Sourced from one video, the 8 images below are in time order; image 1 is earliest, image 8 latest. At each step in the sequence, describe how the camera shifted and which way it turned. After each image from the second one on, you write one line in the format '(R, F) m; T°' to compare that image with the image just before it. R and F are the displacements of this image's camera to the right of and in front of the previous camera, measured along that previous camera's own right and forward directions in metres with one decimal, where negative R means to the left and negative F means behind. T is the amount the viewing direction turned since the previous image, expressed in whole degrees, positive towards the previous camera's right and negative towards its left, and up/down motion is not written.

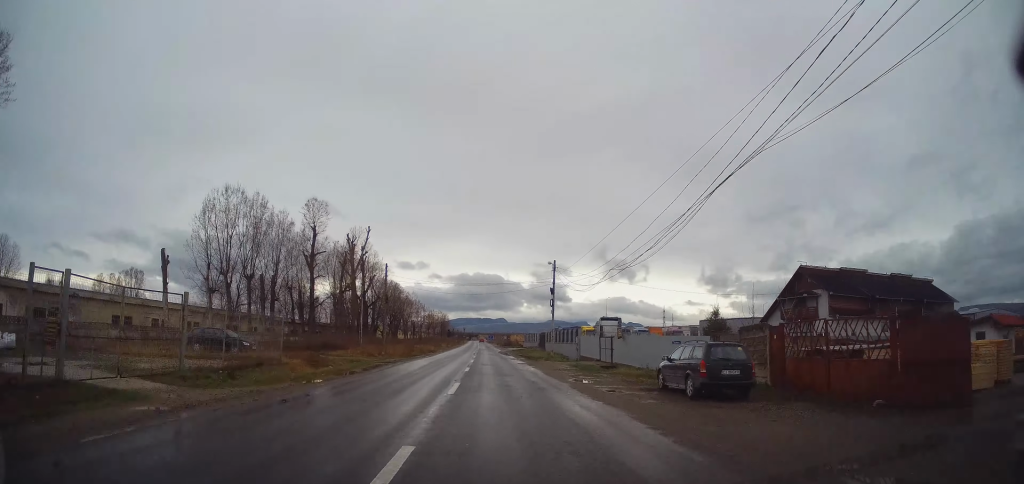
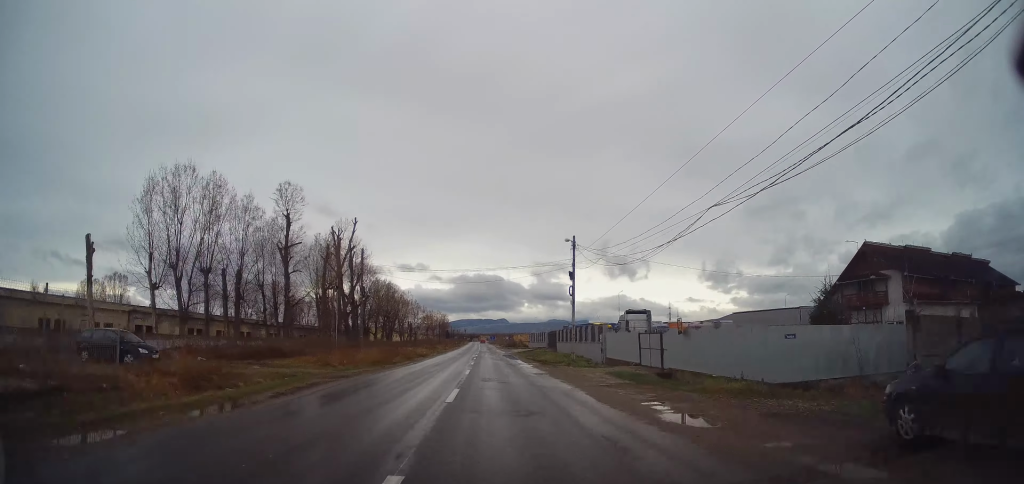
(-0.1, +10.5) m; -1°
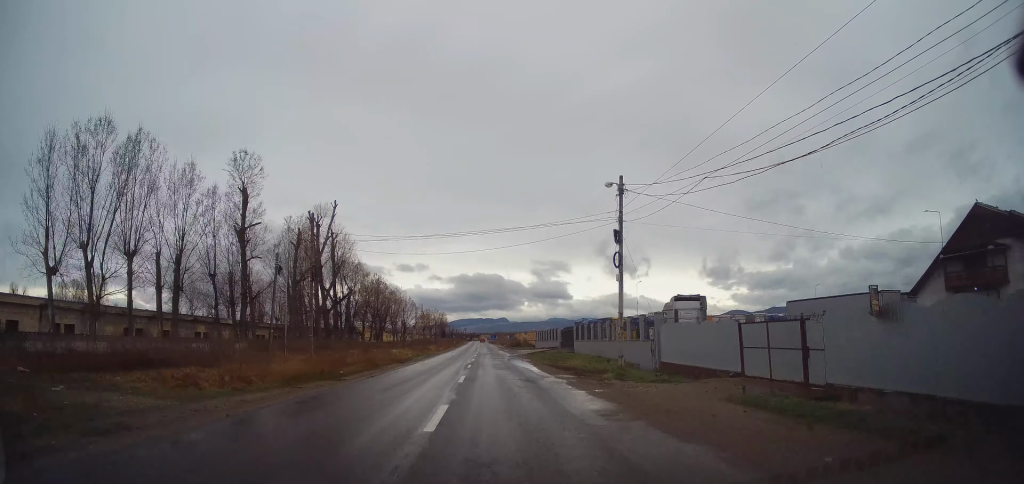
(-0.1, +12.9) m; -1°
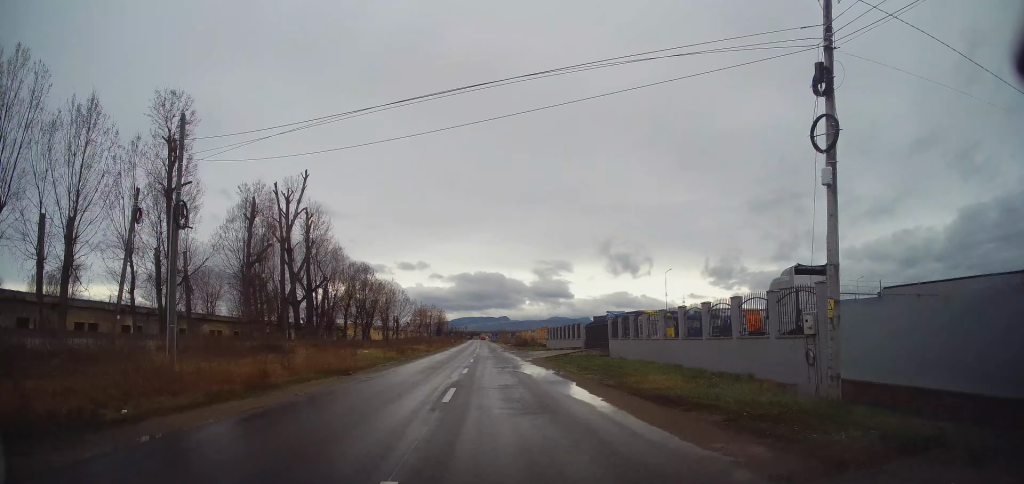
(-0.1, +14.8) m; -1°
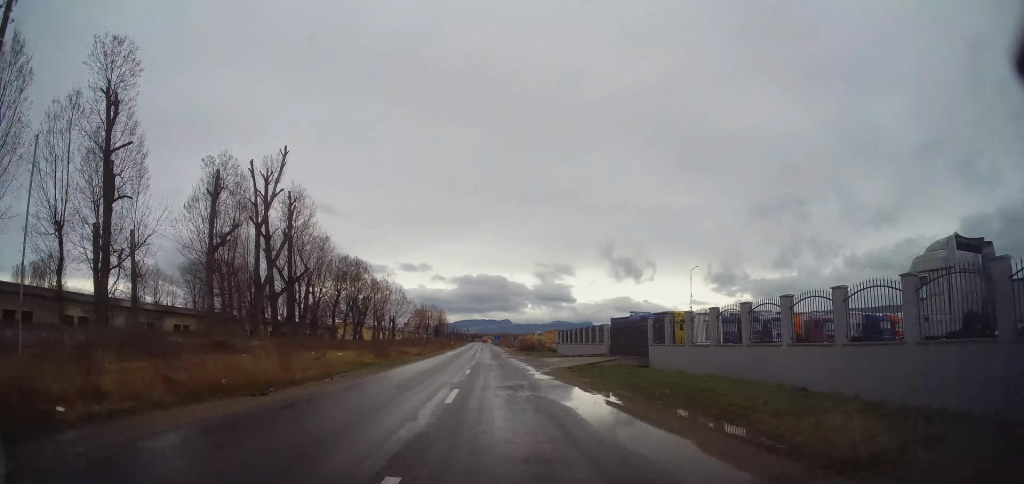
(-0.1, +9.0) m; +1°
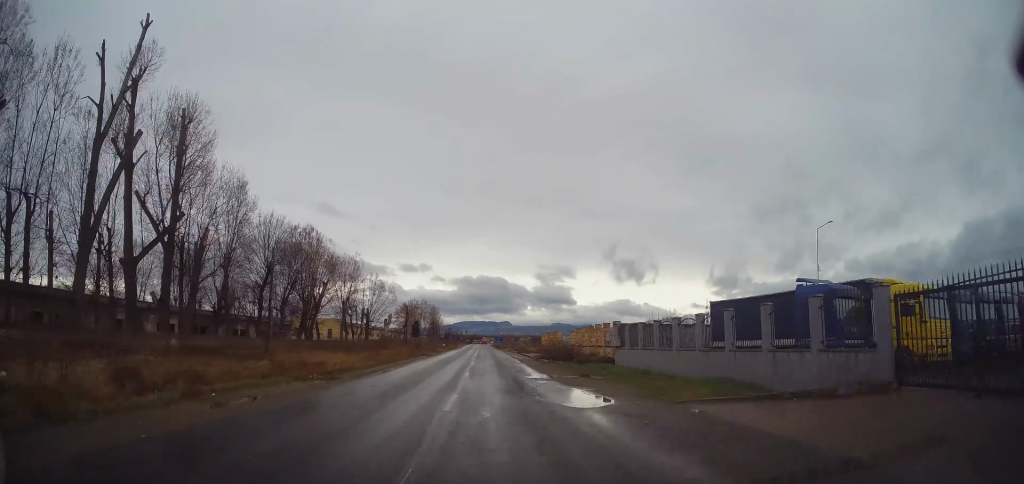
(+0.7, +29.0) m; +1°
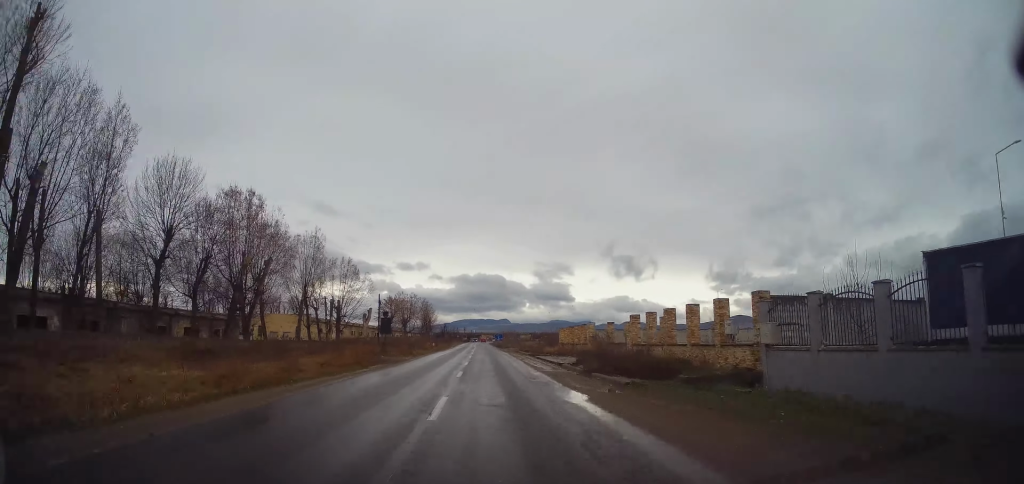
(-0.4, +19.5) m; -1°
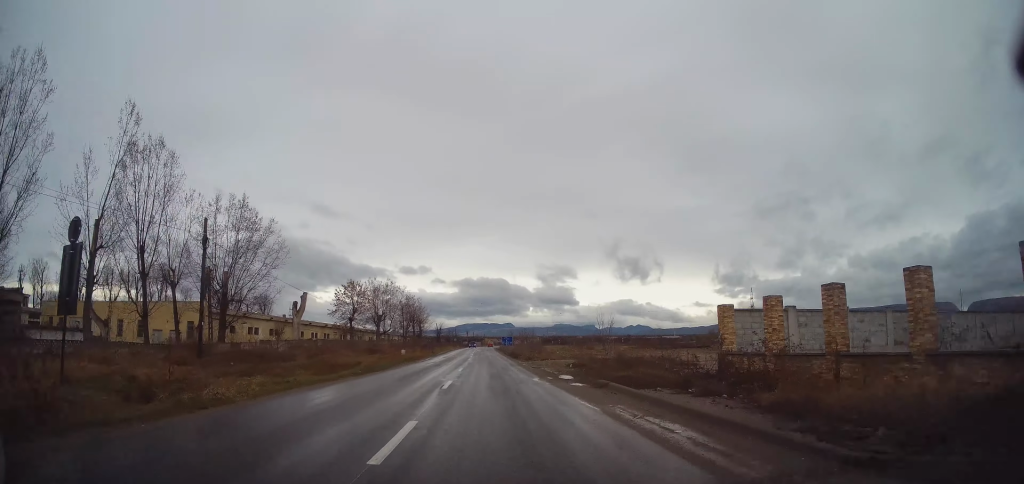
(+0.1, +38.9) m; +1°
